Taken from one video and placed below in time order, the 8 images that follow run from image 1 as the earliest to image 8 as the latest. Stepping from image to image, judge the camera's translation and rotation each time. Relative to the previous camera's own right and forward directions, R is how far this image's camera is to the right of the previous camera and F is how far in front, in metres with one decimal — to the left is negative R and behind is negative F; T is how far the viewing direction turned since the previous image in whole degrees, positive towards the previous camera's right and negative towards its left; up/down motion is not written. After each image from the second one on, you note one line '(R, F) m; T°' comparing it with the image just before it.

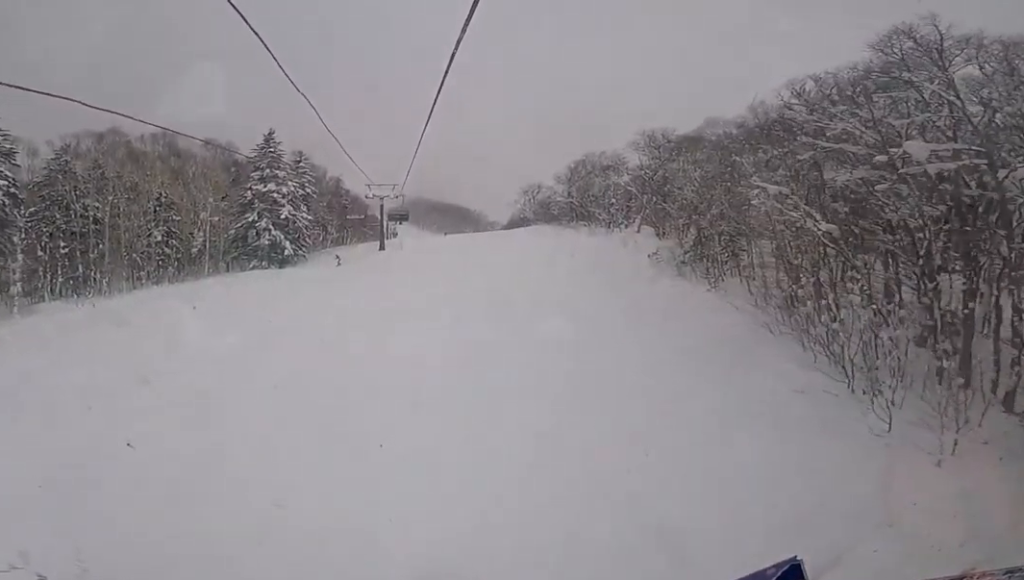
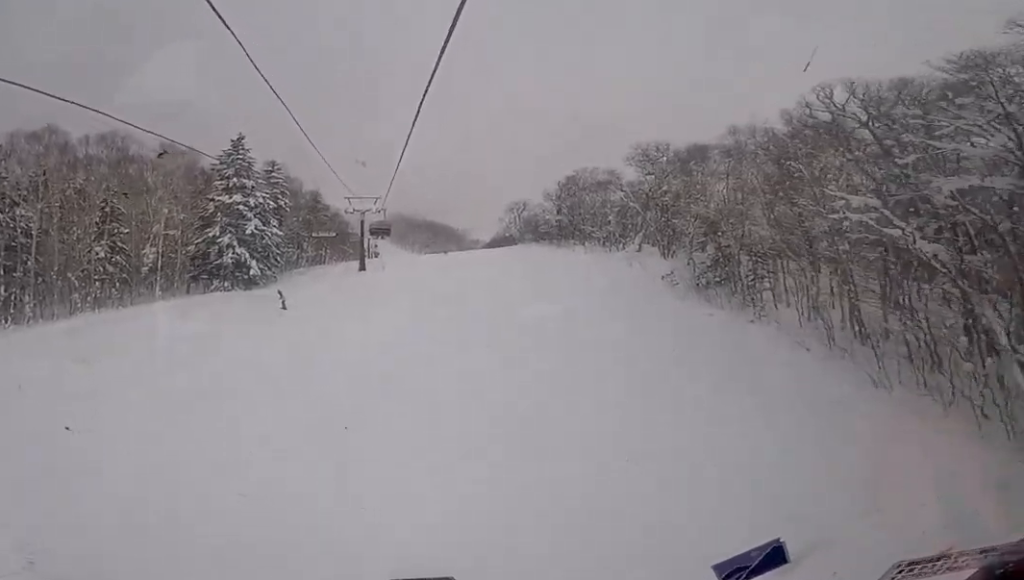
(+0.1, +6.3) m; +7°
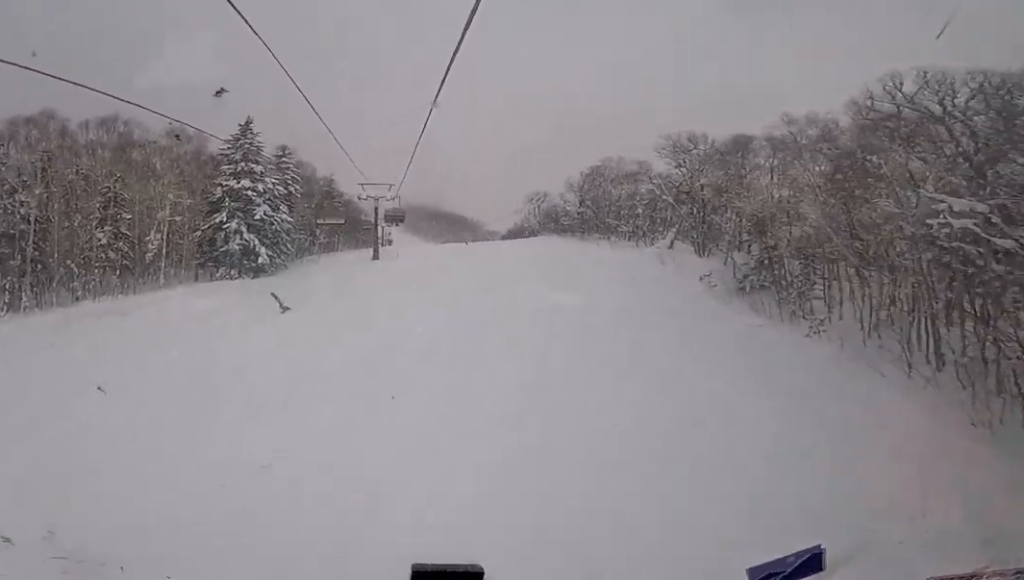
(+0.4, +2.5) m; 0°
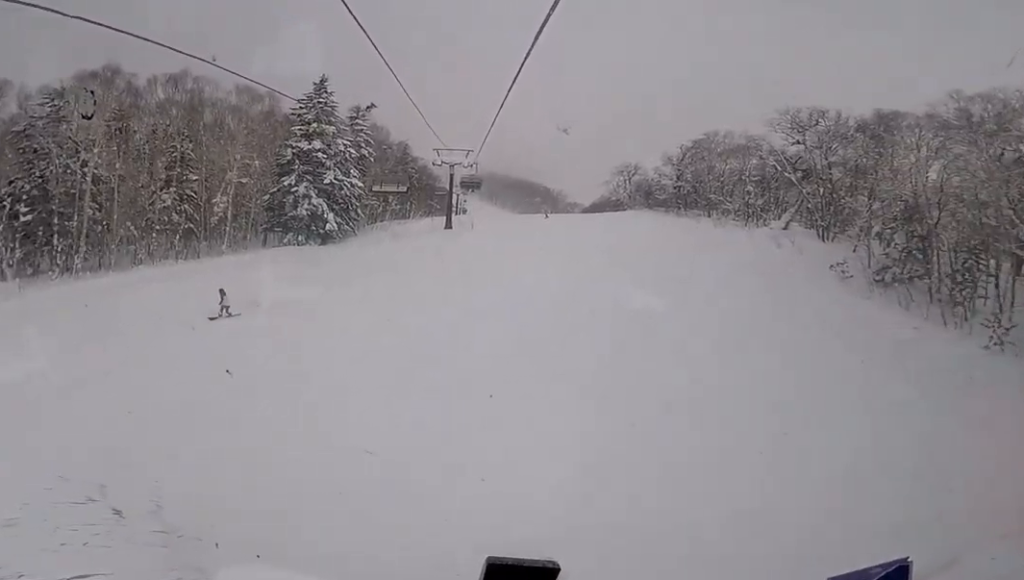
(-0.3, +3.9) m; -6°
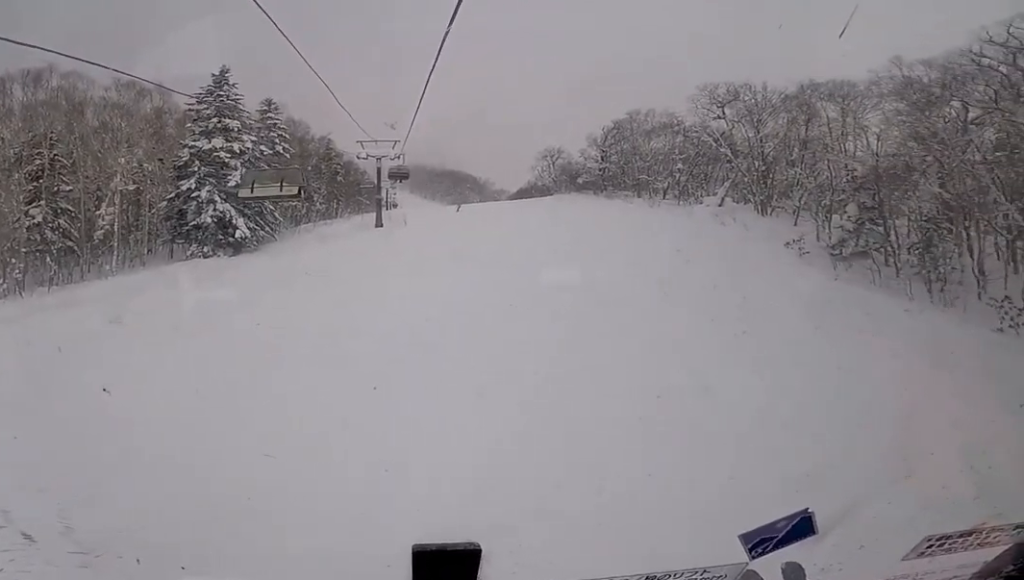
(-0.2, +5.0) m; +5°
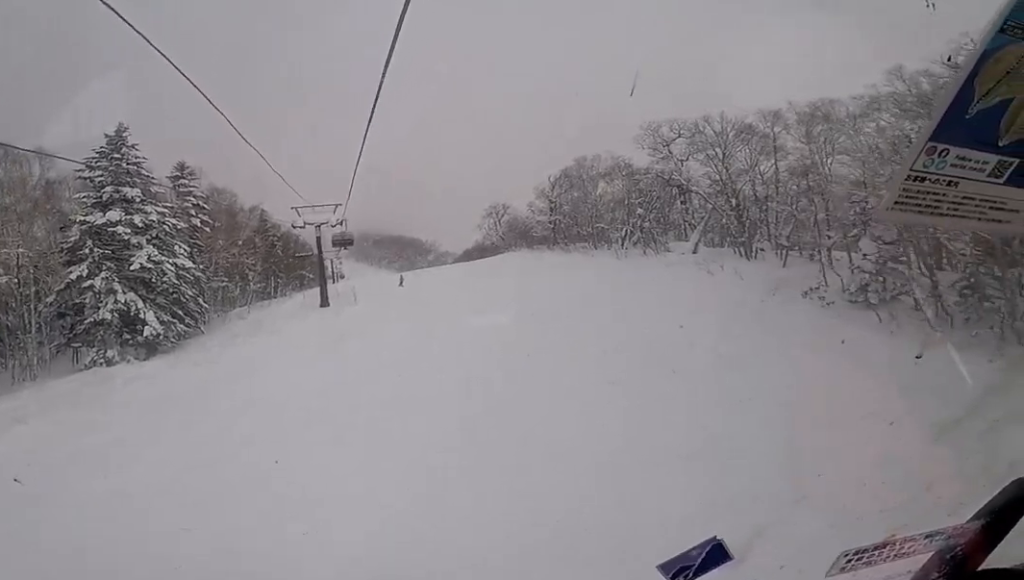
(+0.4, +7.1) m; +1°
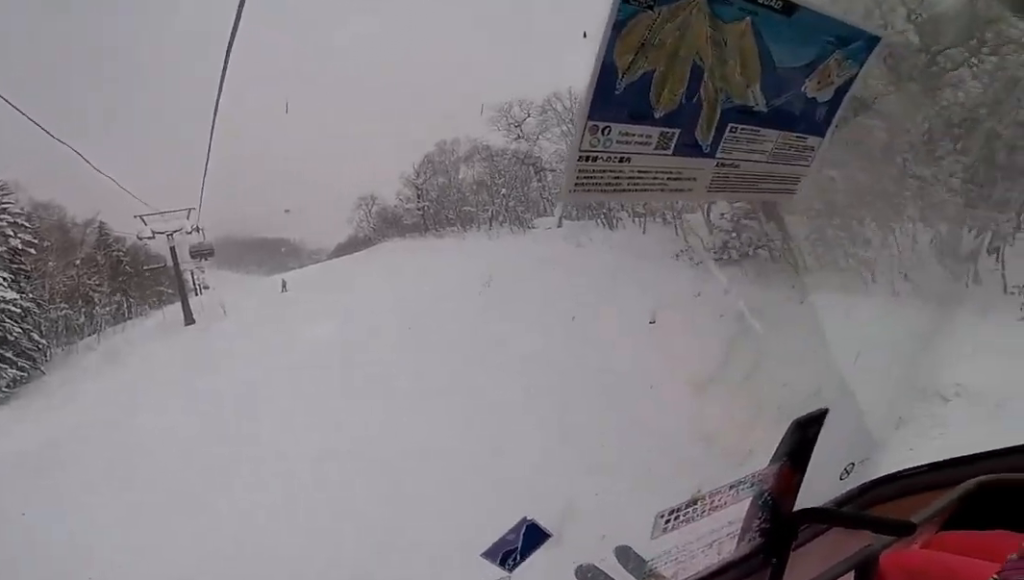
(-0.4, +2.5) m; 0°
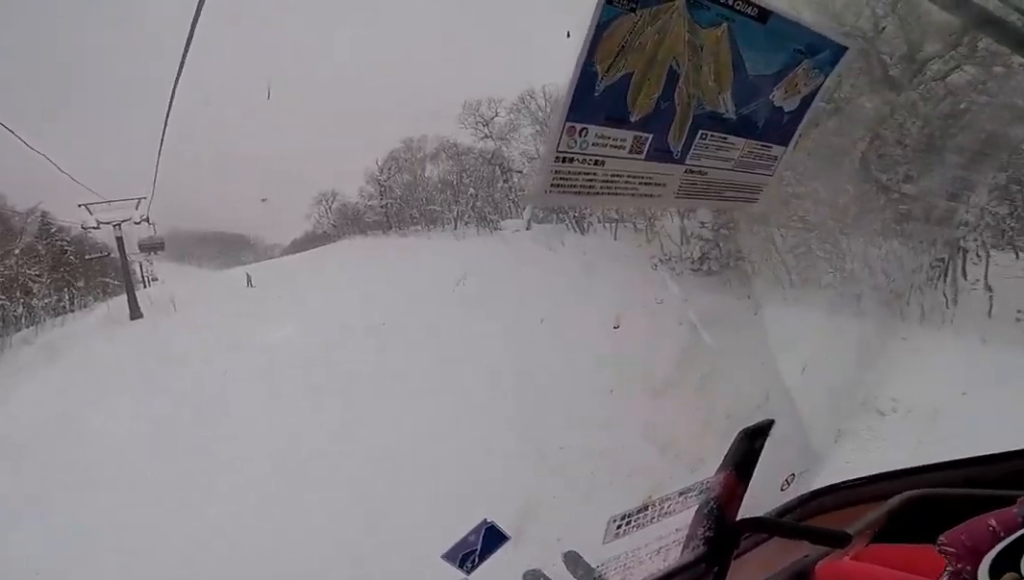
(+0.3, +2.0) m; 0°
